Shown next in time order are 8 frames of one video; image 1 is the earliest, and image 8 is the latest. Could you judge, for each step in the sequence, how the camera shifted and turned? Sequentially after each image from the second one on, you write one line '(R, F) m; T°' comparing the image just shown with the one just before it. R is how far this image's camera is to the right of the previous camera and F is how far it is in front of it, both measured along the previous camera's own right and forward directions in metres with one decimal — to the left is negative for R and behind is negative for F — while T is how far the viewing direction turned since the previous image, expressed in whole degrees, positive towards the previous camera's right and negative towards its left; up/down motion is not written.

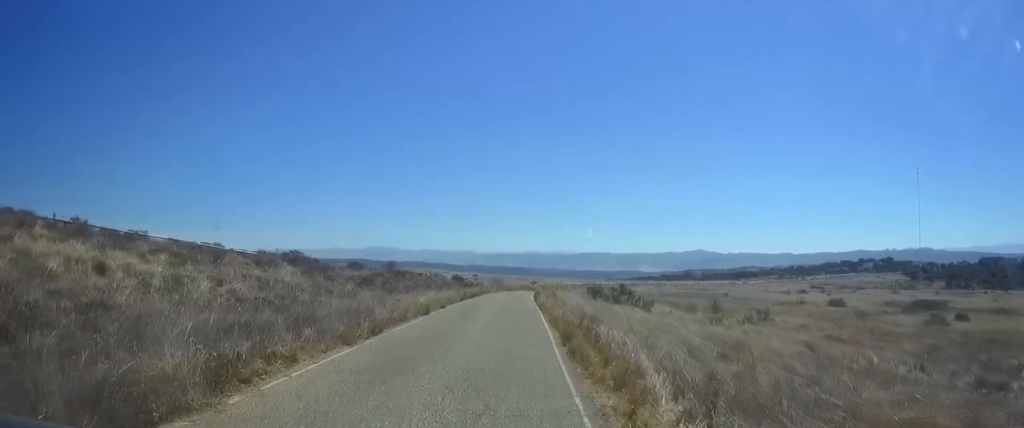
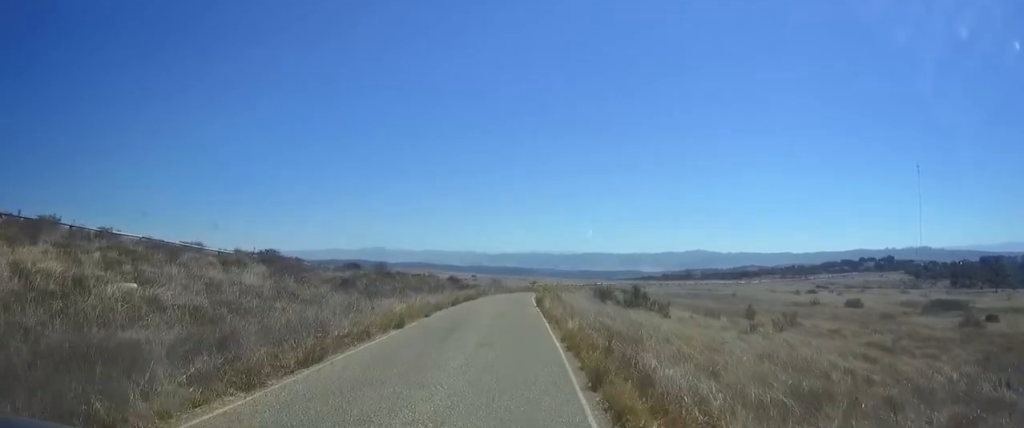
(0.0, +4.5) m; -1°
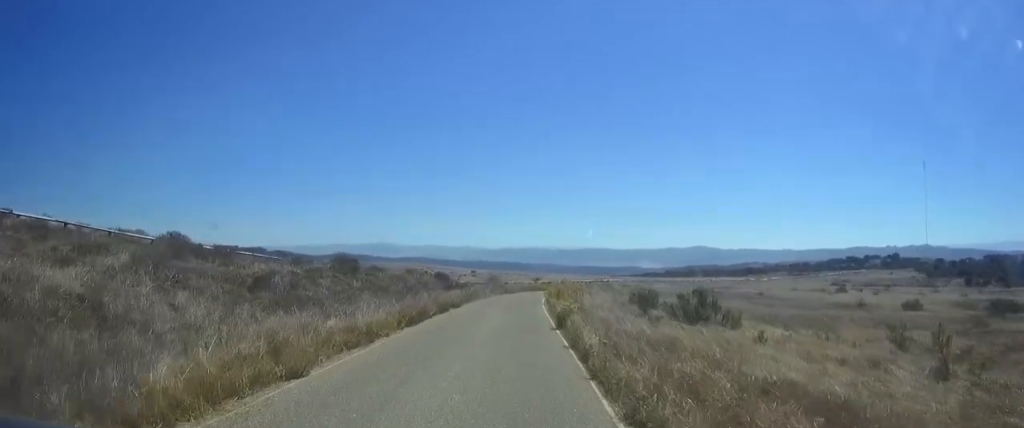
(-0.2, +12.7) m; 0°
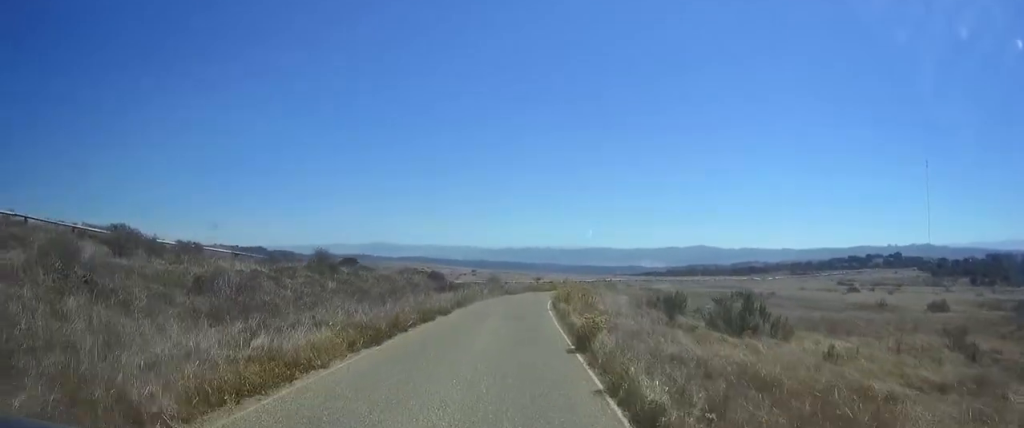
(0.0, +4.8) m; 0°
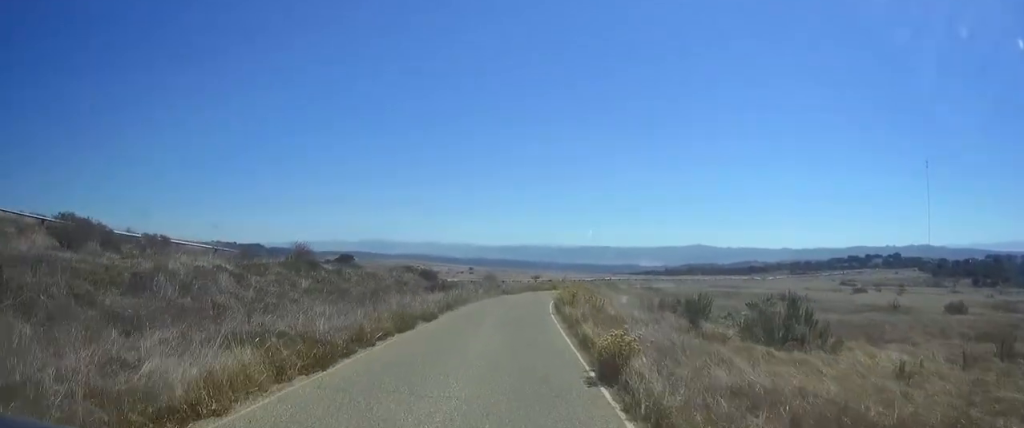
(-0.1, +3.4) m; 0°
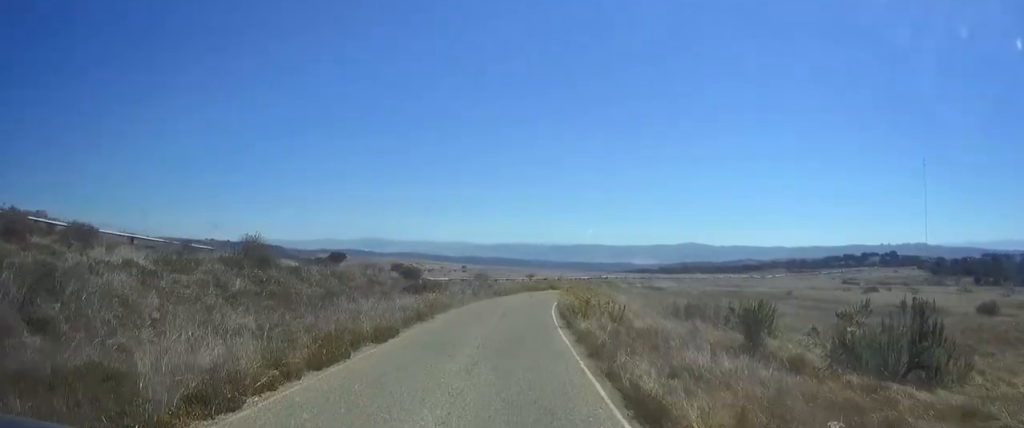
(+0.1, +5.8) m; +2°
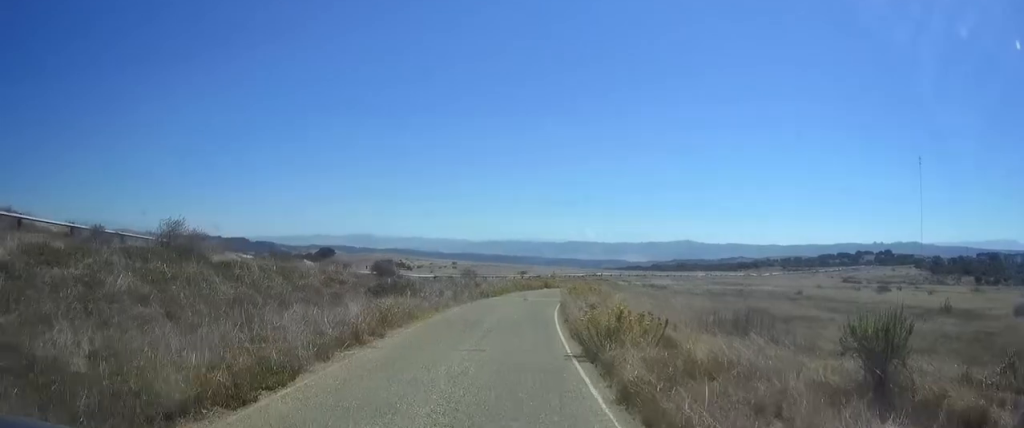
(+0.1, +6.2) m; +2°
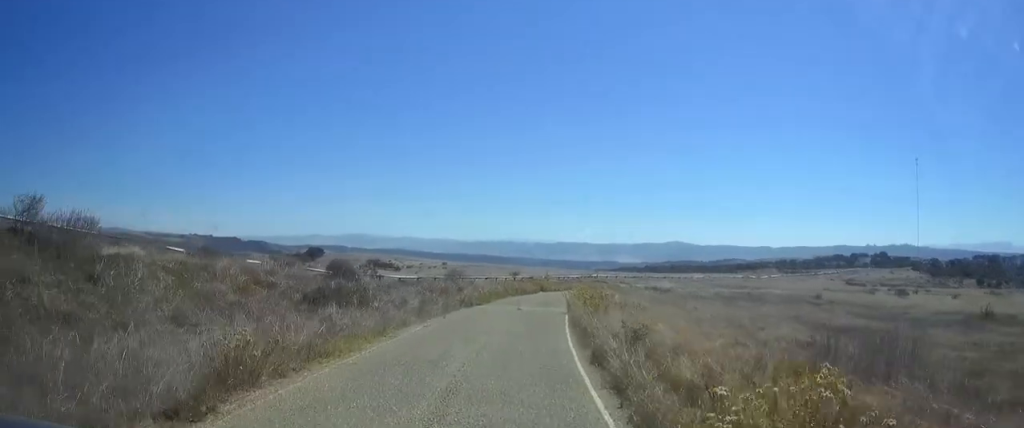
(+0.1, +7.4) m; +1°
